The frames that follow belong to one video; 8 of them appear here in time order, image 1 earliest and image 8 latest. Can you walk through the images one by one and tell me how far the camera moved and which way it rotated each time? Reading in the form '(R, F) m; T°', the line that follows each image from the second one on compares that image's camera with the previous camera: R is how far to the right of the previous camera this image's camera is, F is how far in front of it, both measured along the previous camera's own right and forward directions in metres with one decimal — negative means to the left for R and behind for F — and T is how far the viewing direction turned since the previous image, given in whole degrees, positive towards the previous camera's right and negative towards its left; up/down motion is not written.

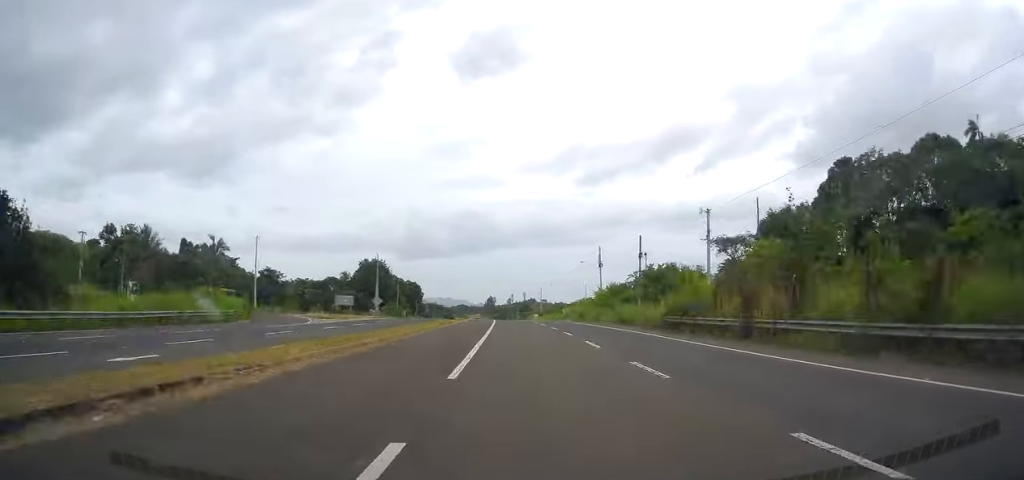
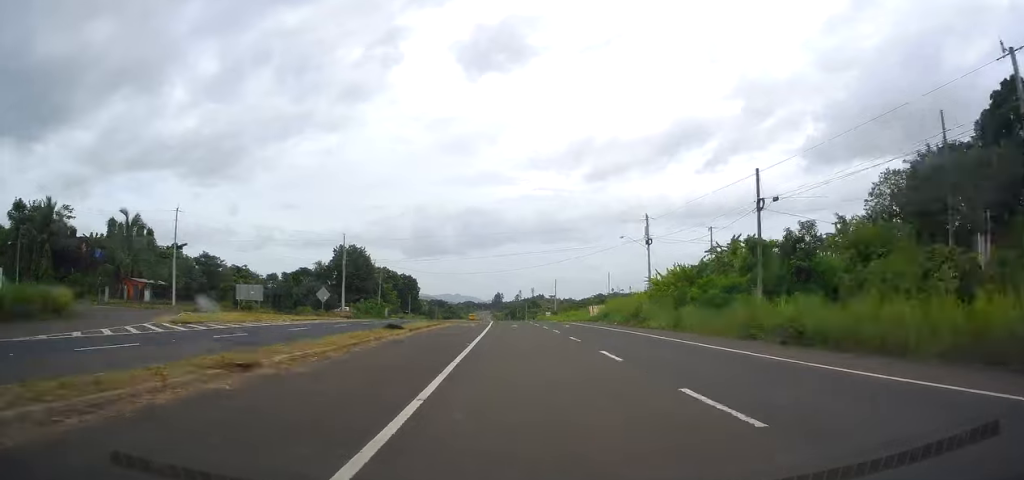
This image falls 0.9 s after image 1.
(-0.1, +28.1) m; -1°
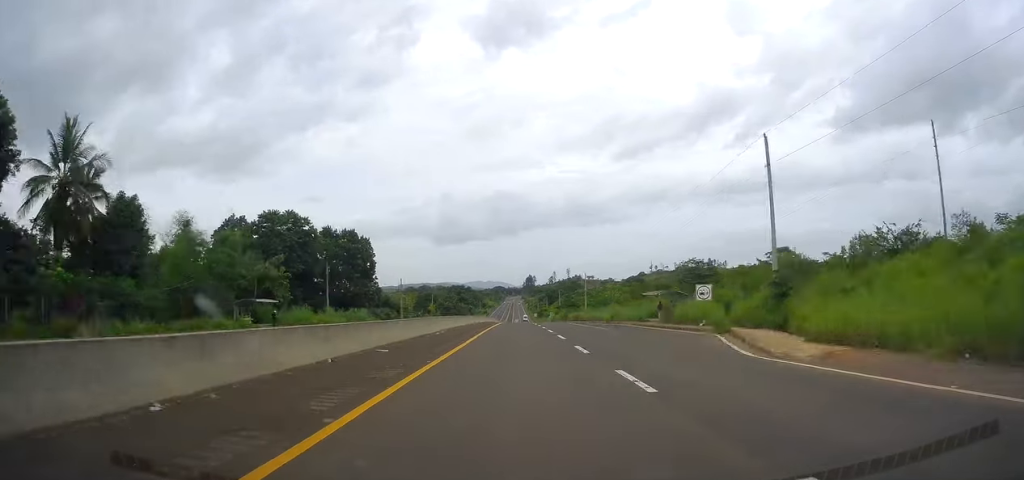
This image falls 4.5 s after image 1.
(-2.8, +110.7) m; -3°
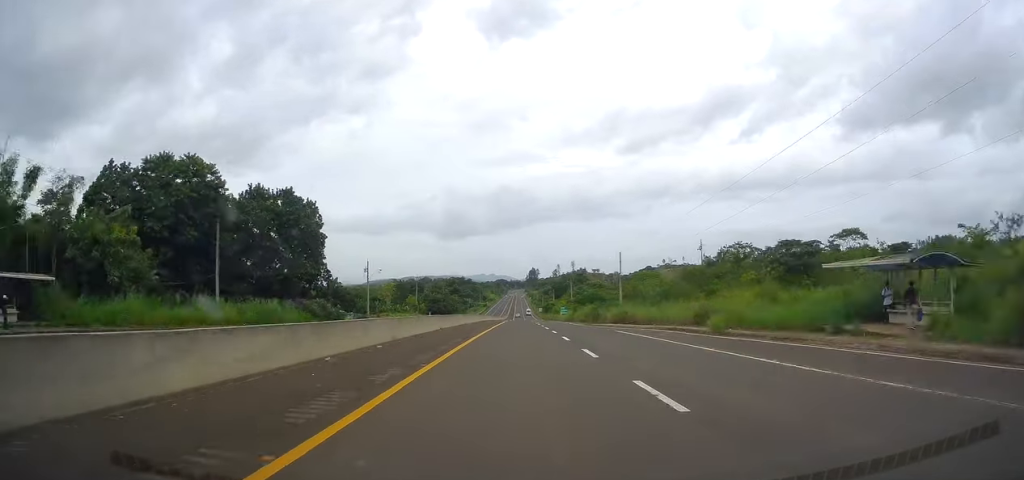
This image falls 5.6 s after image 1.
(0.0, +33.7) m; -1°
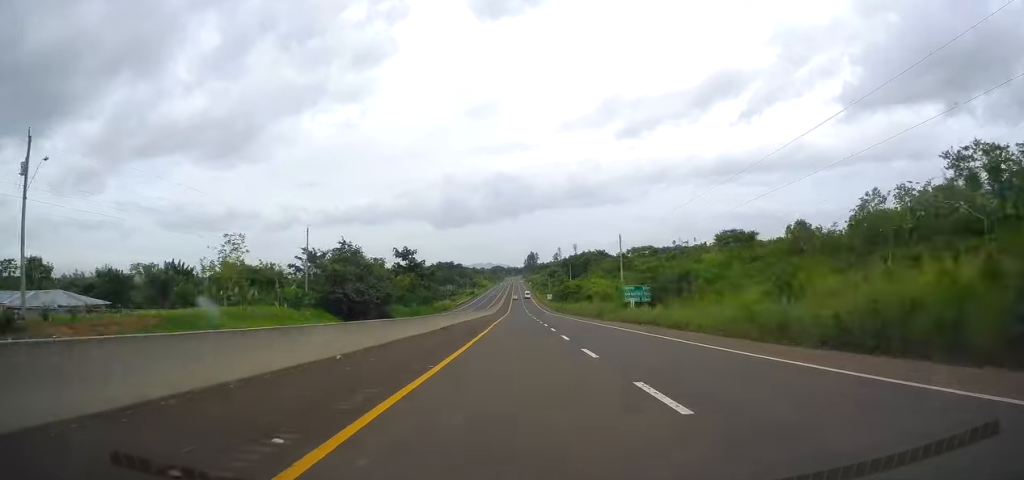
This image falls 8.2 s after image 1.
(-1.0, +81.3) m; -1°
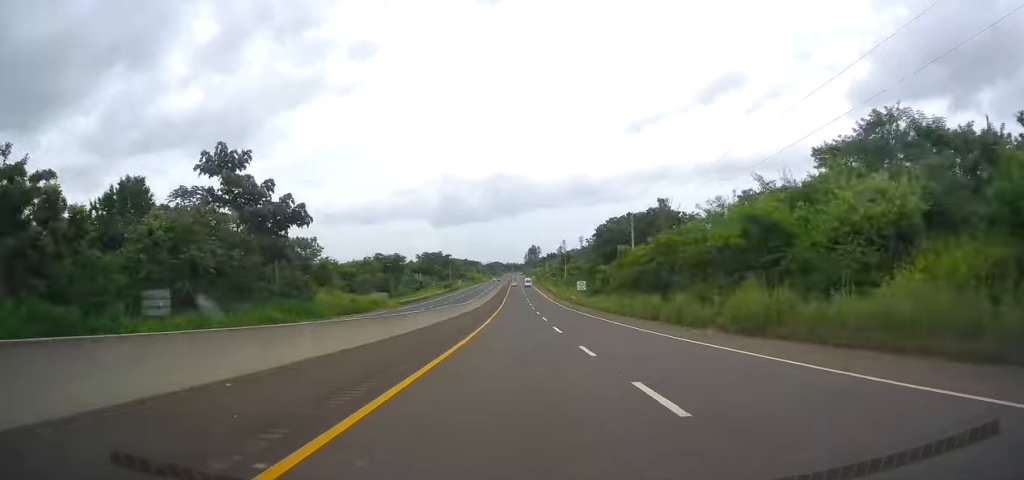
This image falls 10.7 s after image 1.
(+0.5, +79.9) m; 0°
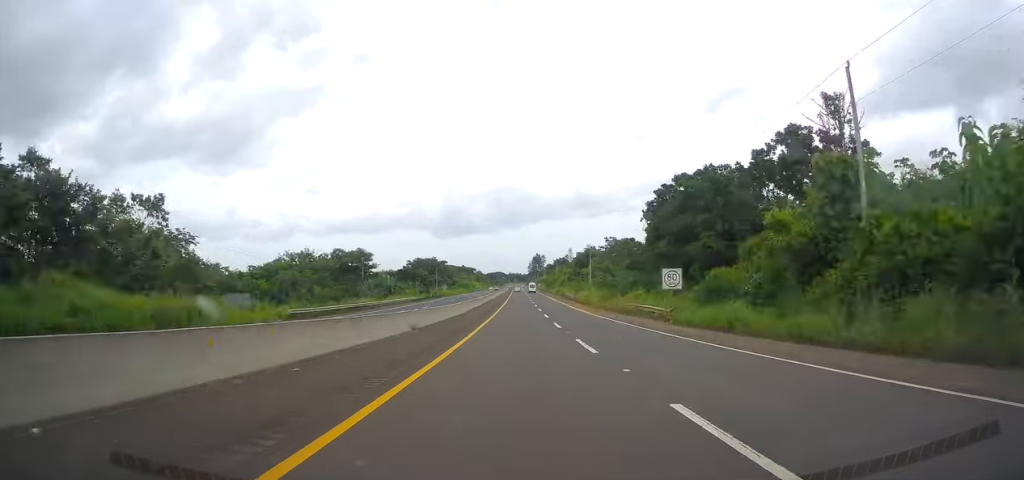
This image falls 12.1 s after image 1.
(+0.1, +46.0) m; 0°
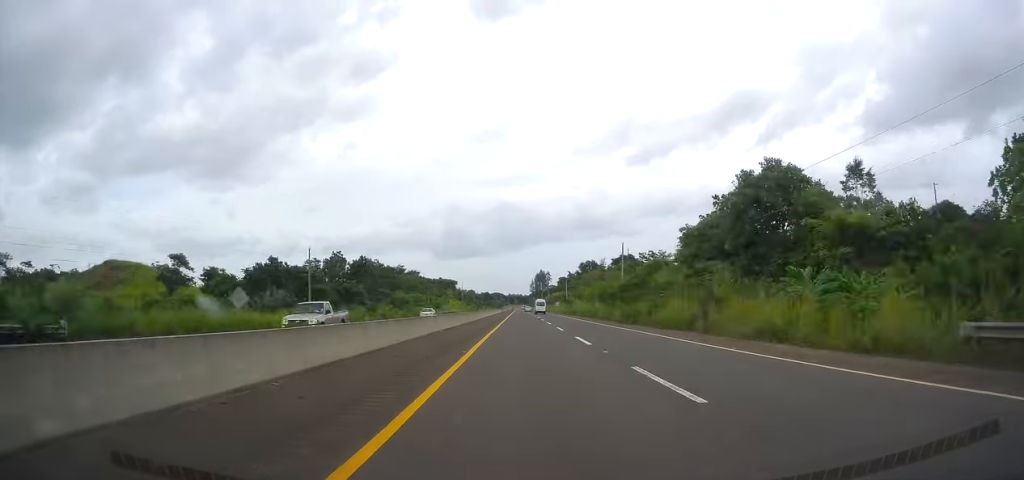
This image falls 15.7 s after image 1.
(-0.1, +118.1) m; 0°
